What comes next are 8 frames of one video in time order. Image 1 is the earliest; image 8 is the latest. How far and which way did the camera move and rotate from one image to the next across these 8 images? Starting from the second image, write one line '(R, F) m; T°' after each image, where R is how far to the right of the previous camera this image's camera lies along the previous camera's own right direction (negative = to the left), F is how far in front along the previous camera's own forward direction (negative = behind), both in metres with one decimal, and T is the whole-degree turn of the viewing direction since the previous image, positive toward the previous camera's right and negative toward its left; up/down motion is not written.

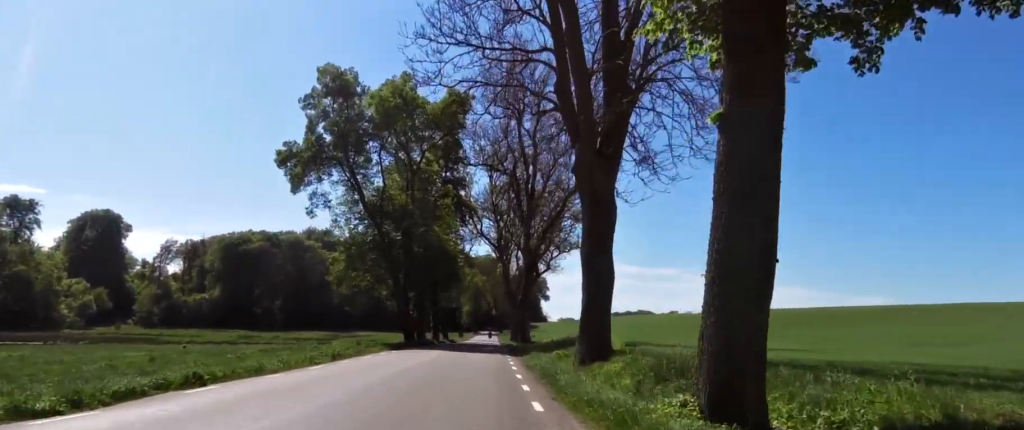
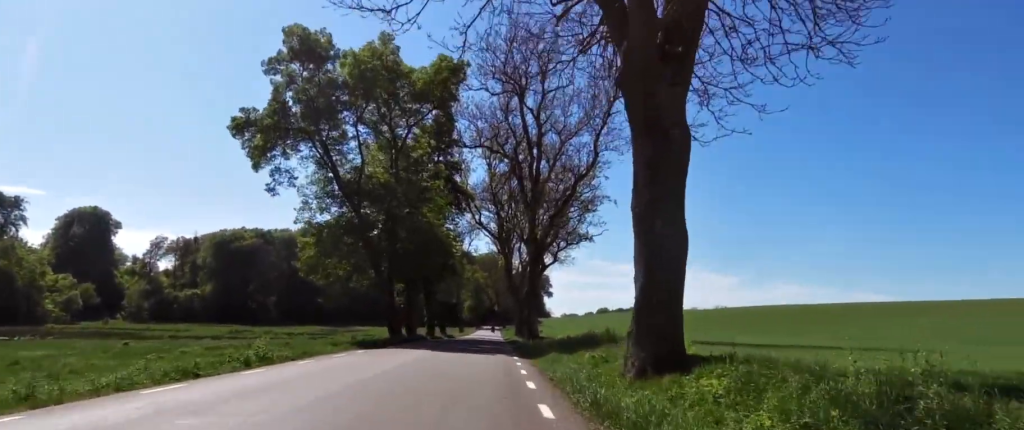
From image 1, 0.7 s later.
(0.0, +7.5) m; 0°
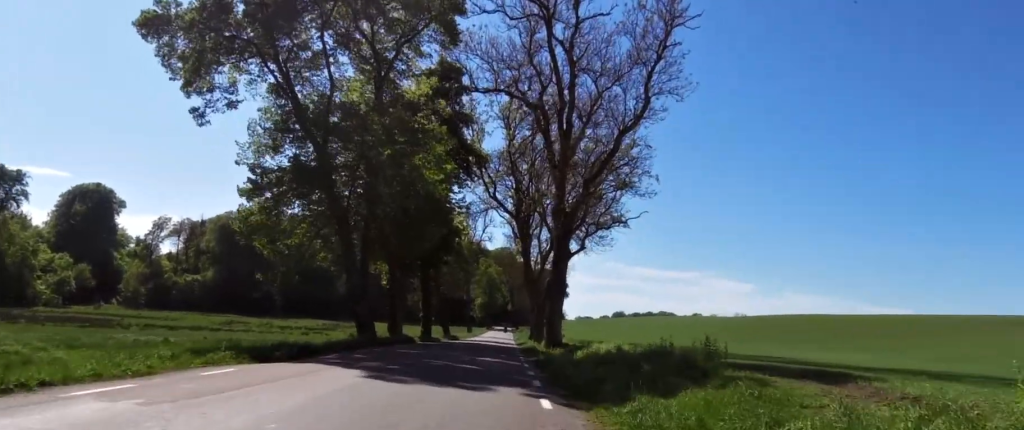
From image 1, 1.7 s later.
(0.0, +10.9) m; 0°
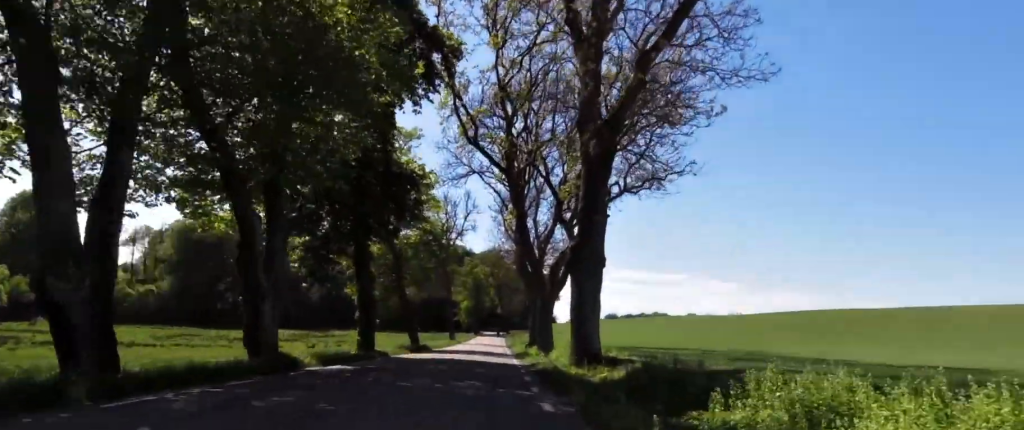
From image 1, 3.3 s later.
(0.0, +17.5) m; 0°
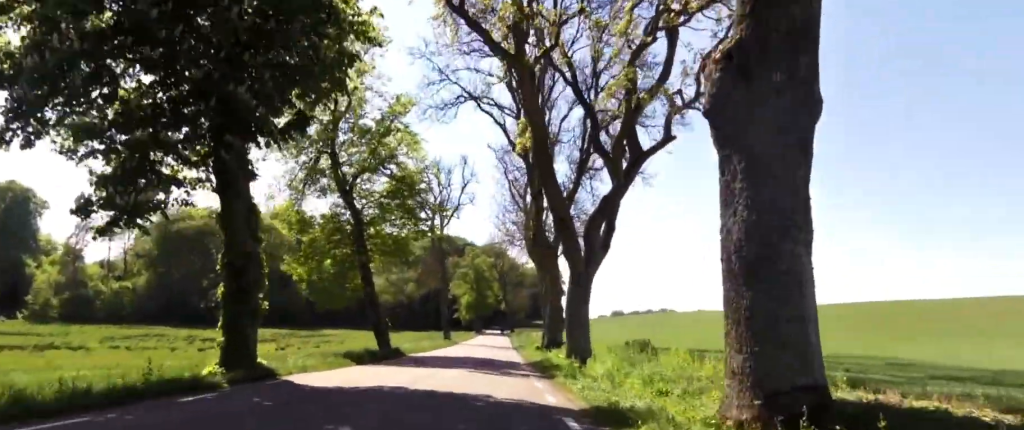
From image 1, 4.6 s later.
(0.0, +13.4) m; 0°
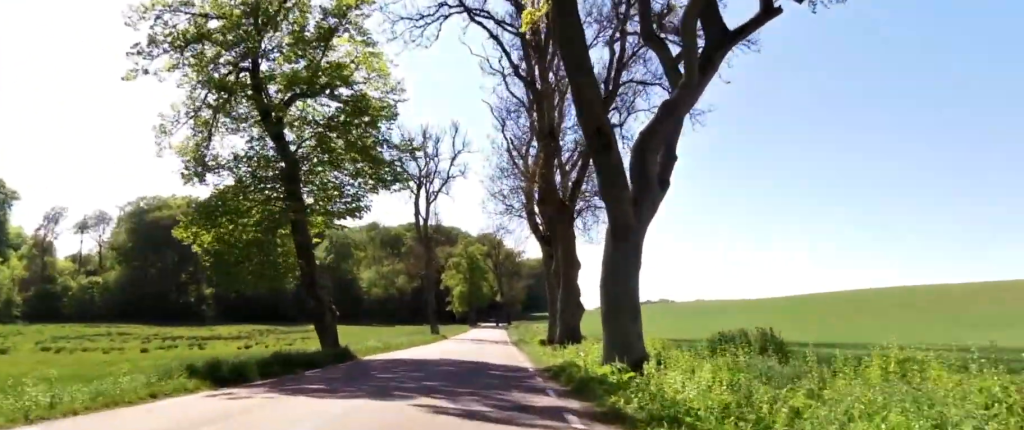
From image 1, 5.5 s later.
(0.0, +9.2) m; 0°
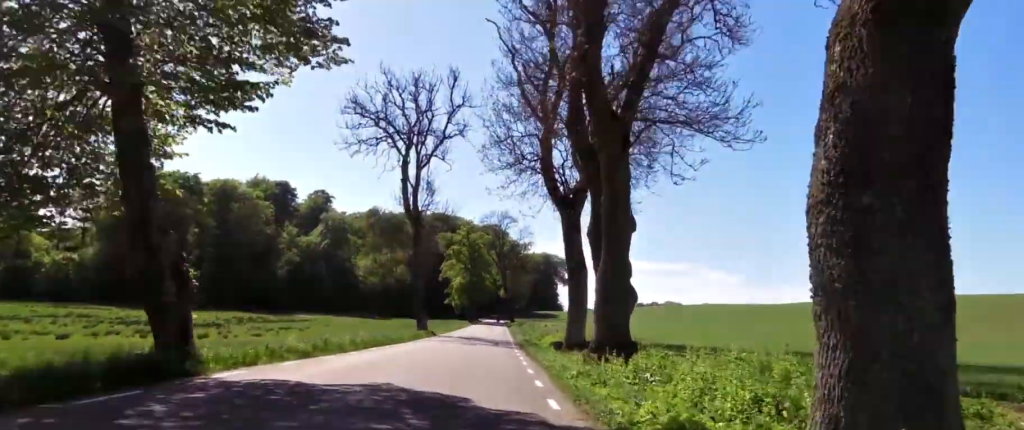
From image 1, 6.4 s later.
(0.0, +10.1) m; -4°
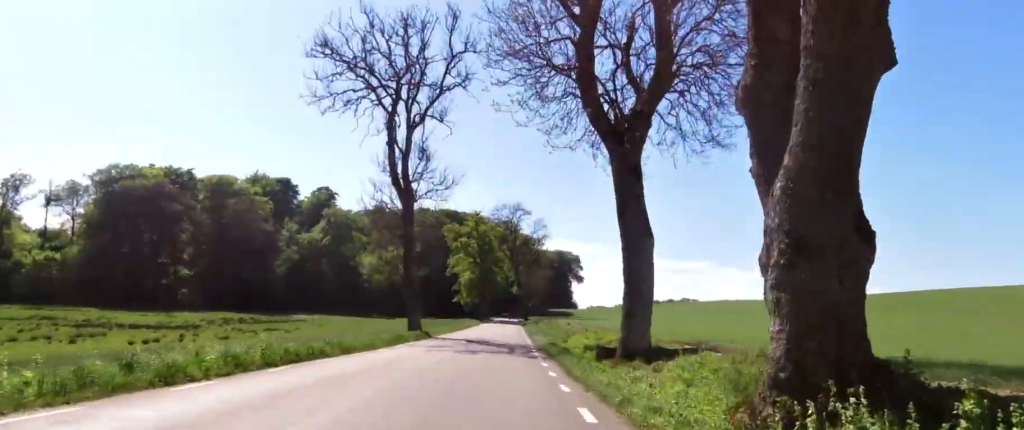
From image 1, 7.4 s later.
(-0.6, +10.0) m; -4°
